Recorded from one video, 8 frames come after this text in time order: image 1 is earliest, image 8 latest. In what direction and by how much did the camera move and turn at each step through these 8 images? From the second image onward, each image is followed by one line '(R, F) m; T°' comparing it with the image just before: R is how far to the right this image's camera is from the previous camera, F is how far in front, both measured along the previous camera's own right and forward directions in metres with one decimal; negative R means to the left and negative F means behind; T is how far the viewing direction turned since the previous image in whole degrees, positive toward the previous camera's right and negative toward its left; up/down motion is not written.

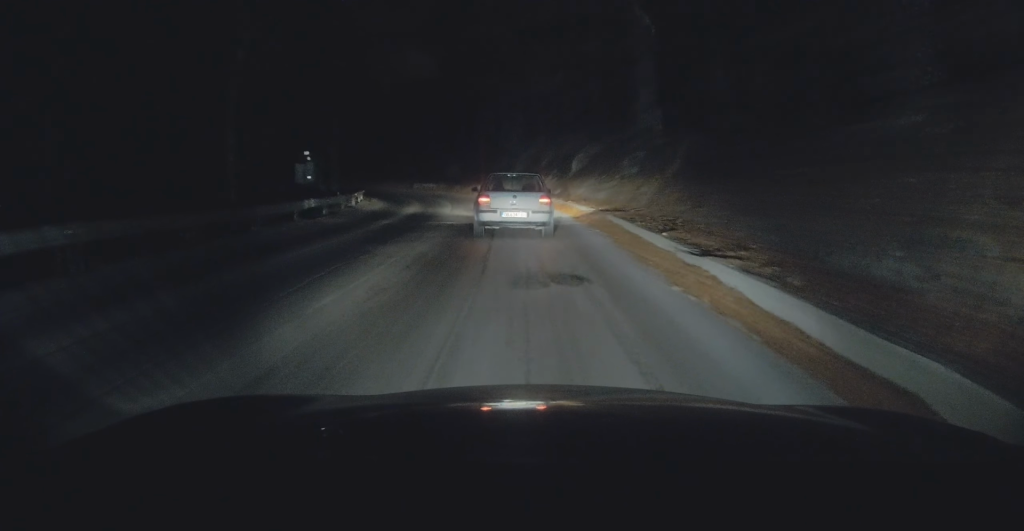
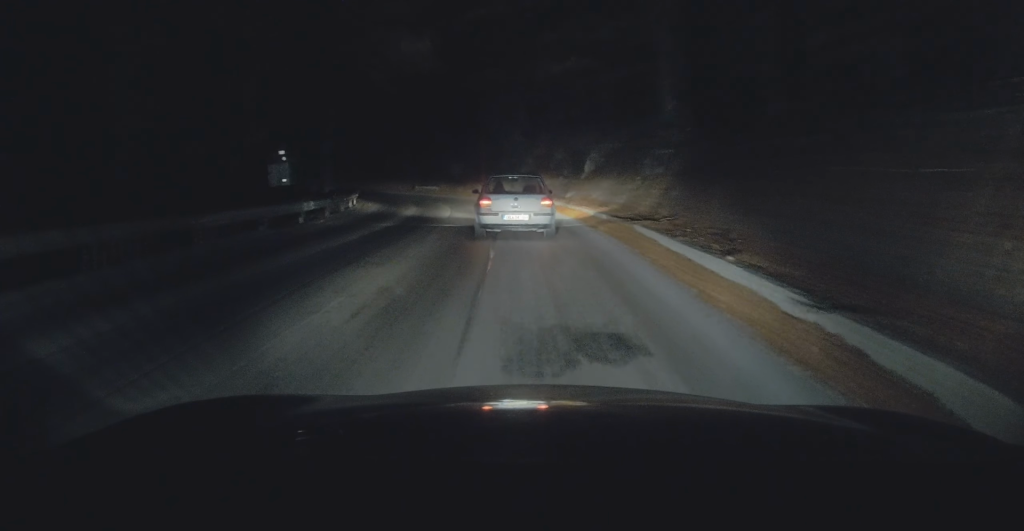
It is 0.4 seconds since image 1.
(0.0, +2.8) m; 0°
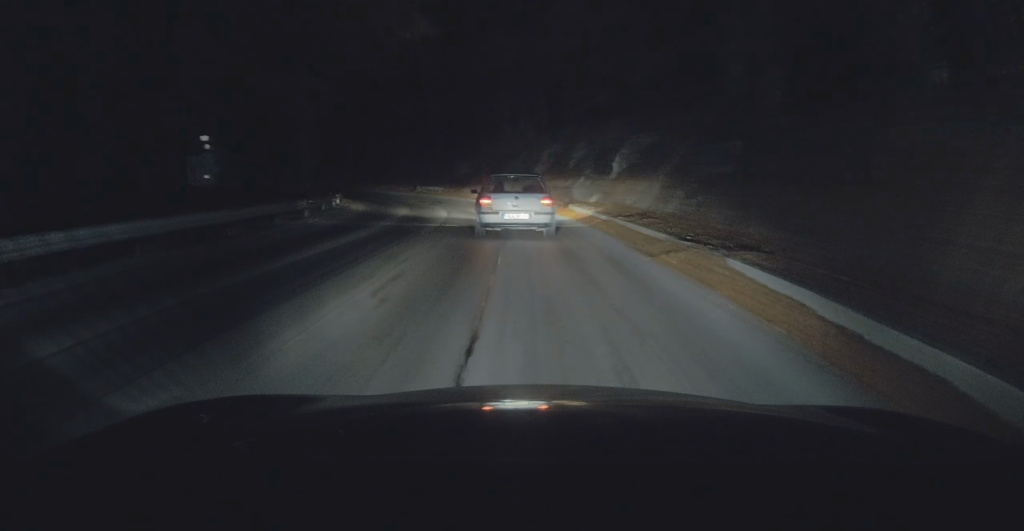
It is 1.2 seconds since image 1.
(0.0, +5.3) m; +1°
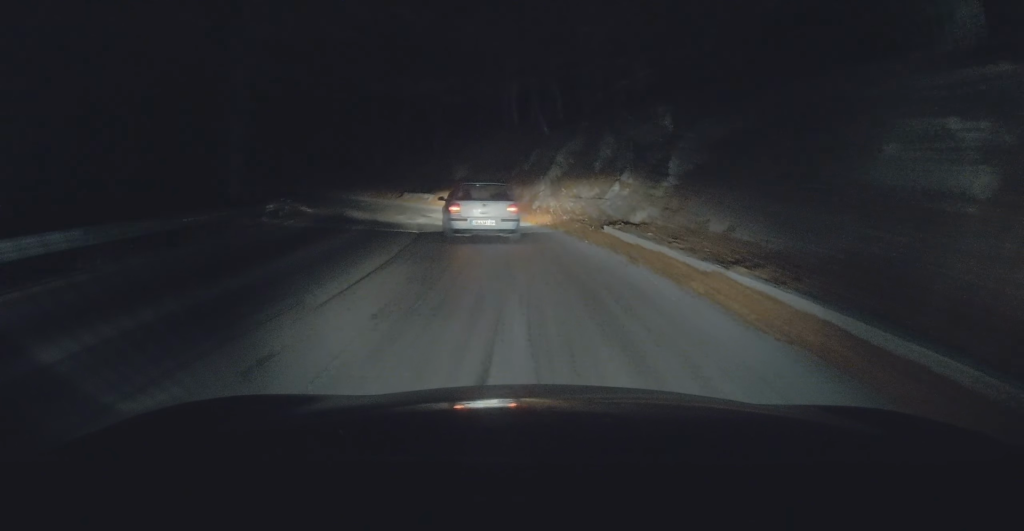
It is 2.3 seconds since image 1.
(0.0, +7.8) m; 0°
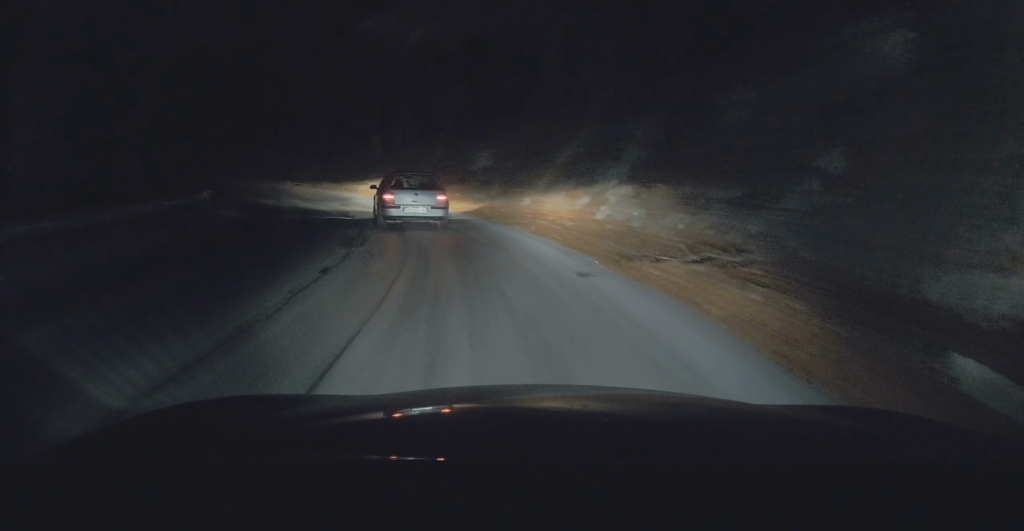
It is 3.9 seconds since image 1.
(-0.3, +11.5) m; -5°
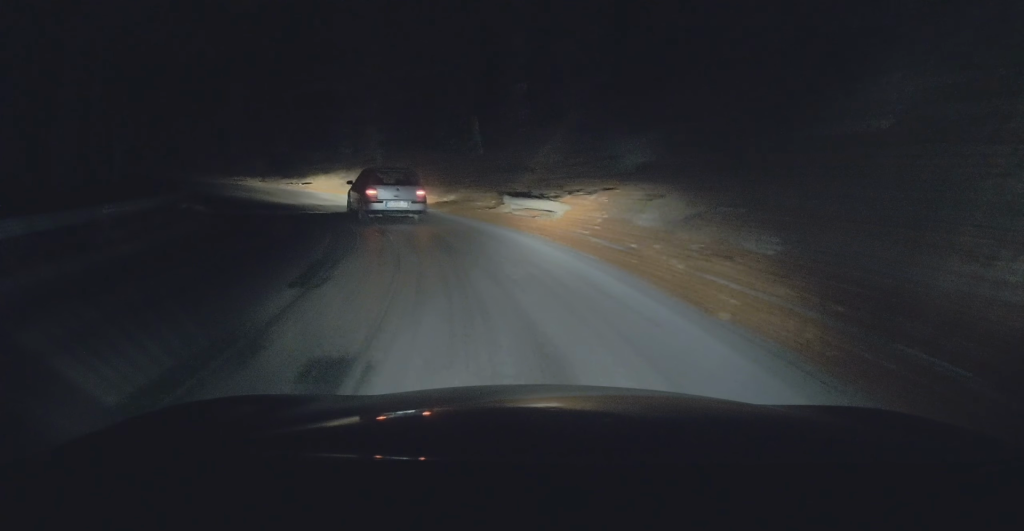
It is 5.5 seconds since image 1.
(-0.8, +11.9) m; -9°
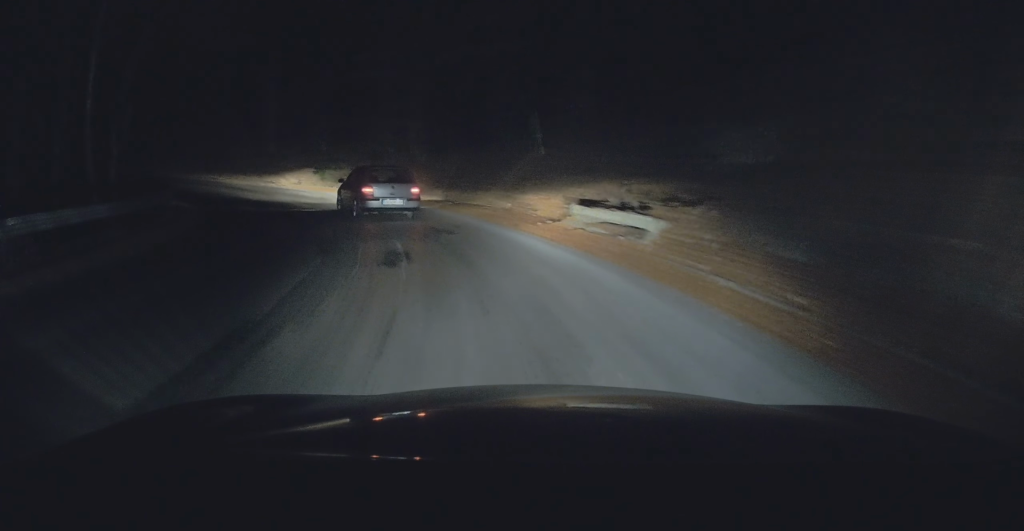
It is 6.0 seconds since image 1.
(-0.1, +4.1) m; -4°
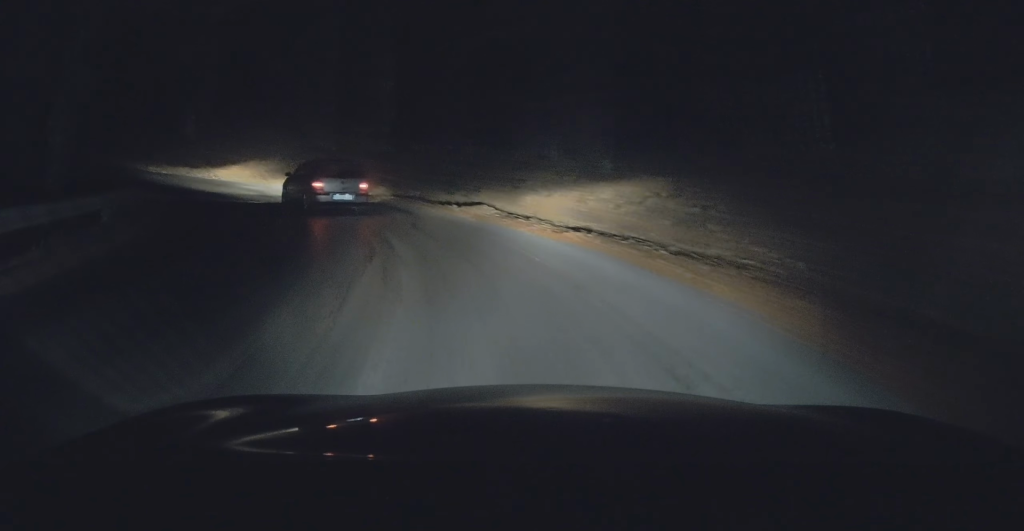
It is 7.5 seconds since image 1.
(-1.3, +11.3) m; -12°
